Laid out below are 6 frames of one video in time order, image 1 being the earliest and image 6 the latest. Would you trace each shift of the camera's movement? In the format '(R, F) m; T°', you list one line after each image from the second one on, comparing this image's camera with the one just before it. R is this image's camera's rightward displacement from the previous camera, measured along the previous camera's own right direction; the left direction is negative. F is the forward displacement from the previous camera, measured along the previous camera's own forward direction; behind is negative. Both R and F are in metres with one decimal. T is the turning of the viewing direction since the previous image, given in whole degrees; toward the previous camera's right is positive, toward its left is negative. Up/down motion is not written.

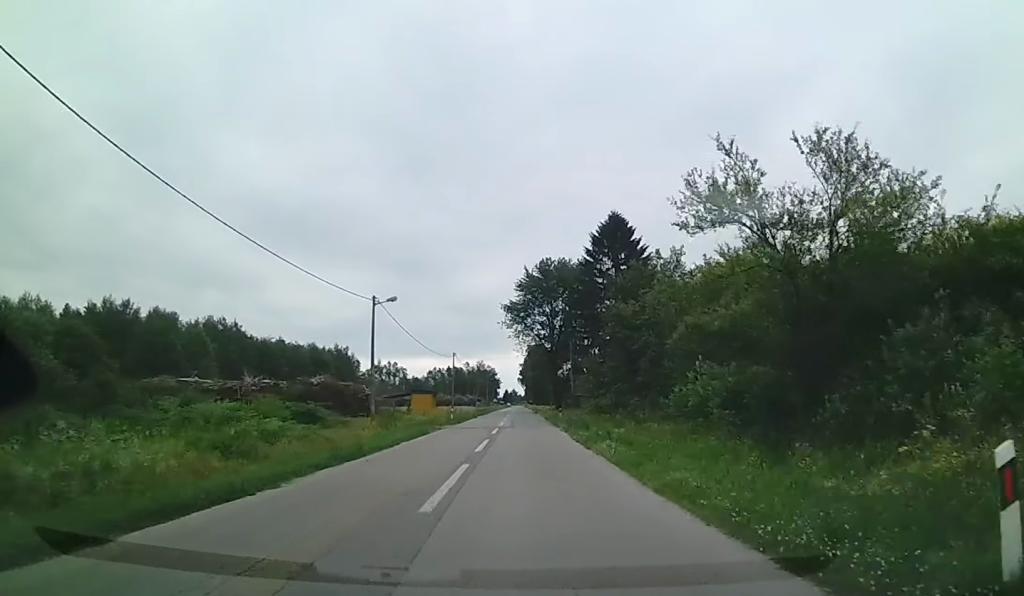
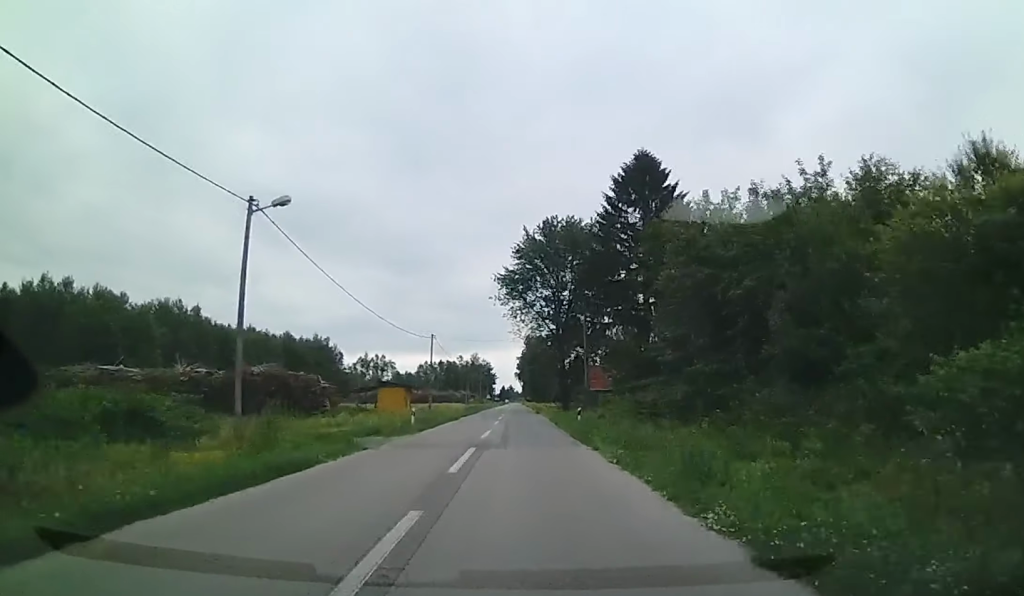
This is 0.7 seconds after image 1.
(0.0, +16.7) m; 0°
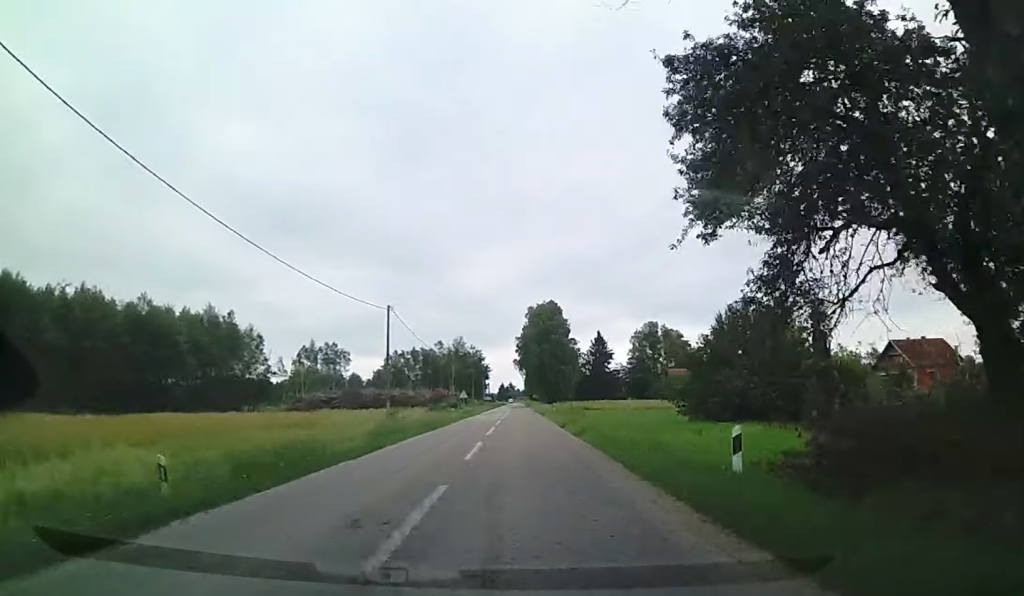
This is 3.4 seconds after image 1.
(+0.1, +58.9) m; 0°
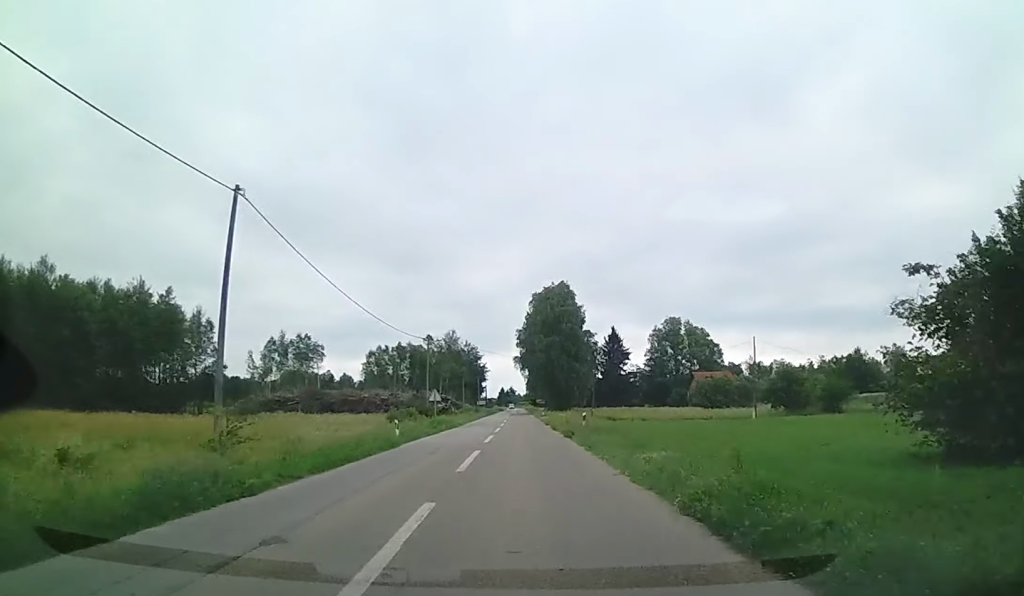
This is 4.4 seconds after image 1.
(0.0, +22.4) m; 0°
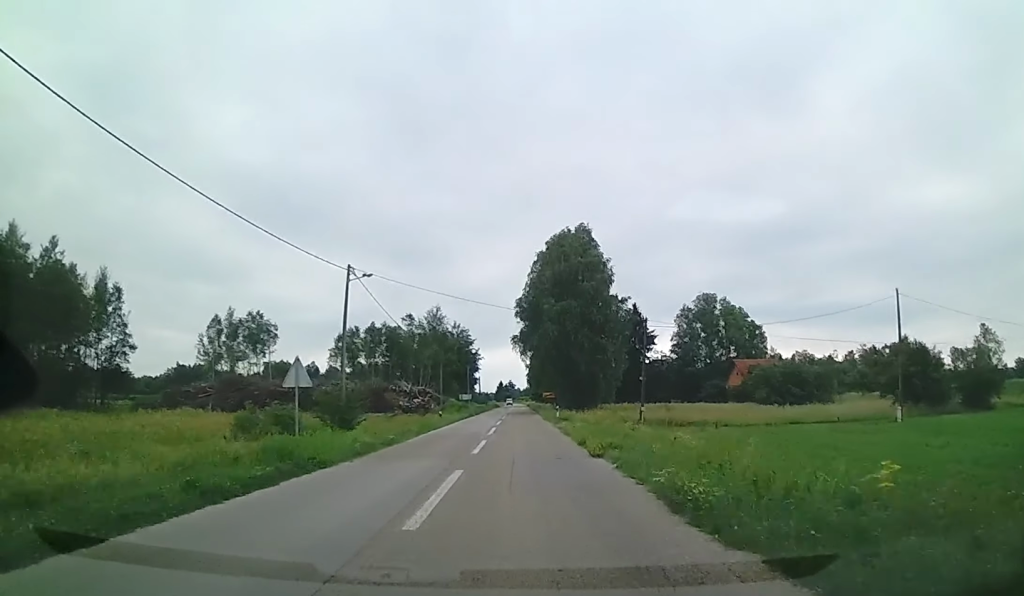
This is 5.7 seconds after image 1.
(+0.1, +26.7) m; 0°
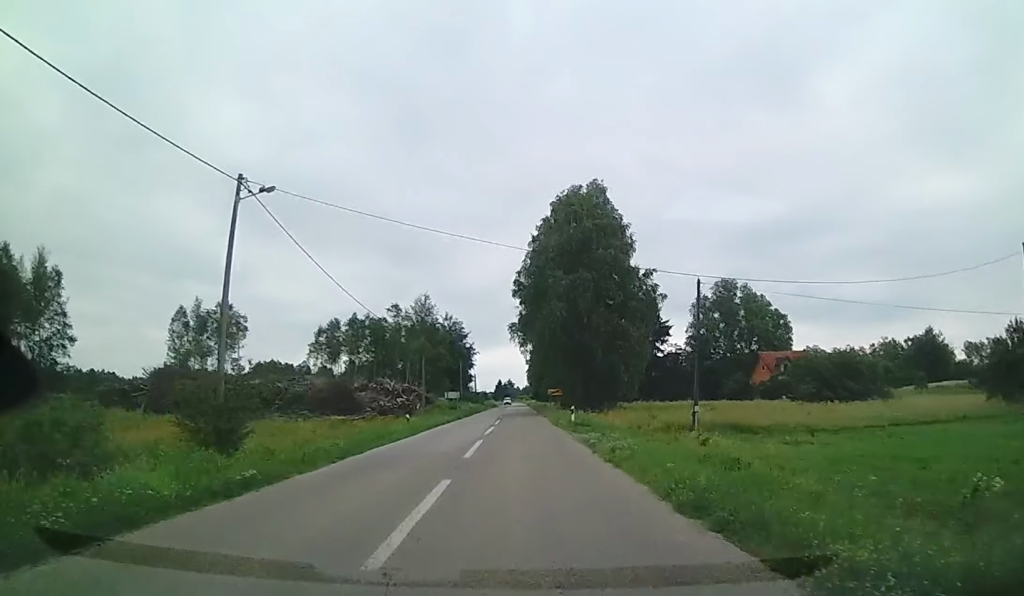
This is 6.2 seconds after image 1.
(-0.1, +12.3) m; 0°
